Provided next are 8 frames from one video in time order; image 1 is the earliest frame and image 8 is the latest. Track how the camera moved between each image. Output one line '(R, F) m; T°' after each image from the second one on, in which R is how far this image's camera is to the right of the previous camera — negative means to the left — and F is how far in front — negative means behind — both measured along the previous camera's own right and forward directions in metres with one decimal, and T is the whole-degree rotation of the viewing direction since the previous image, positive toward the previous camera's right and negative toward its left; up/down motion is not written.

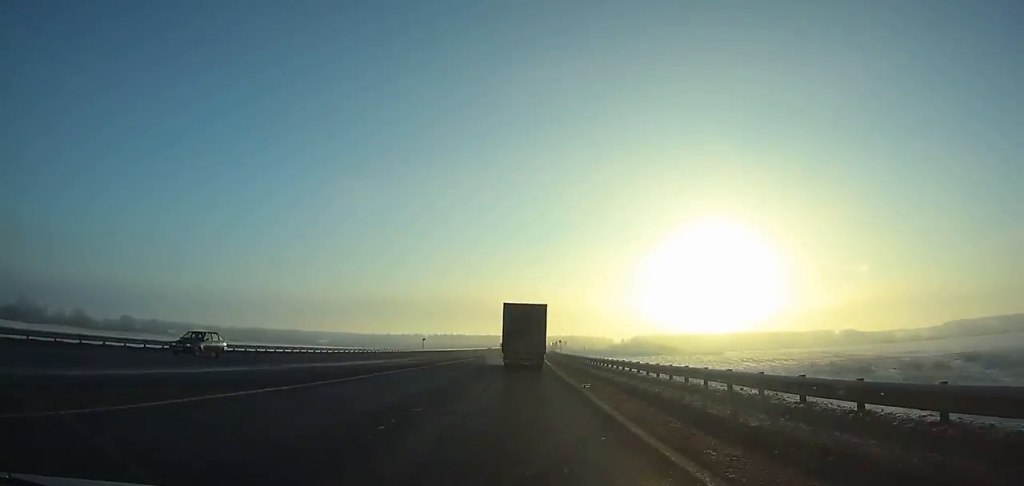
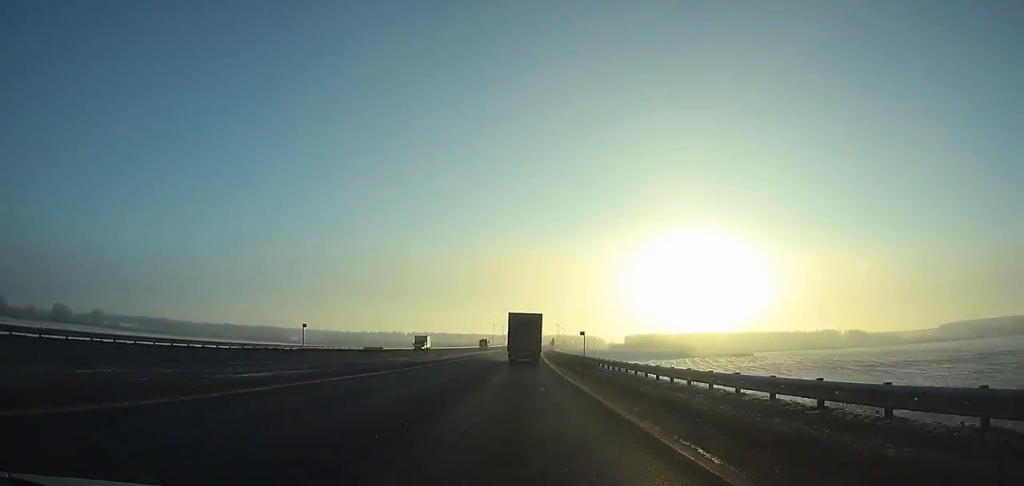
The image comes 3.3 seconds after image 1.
(+0.6, +63.5) m; +1°
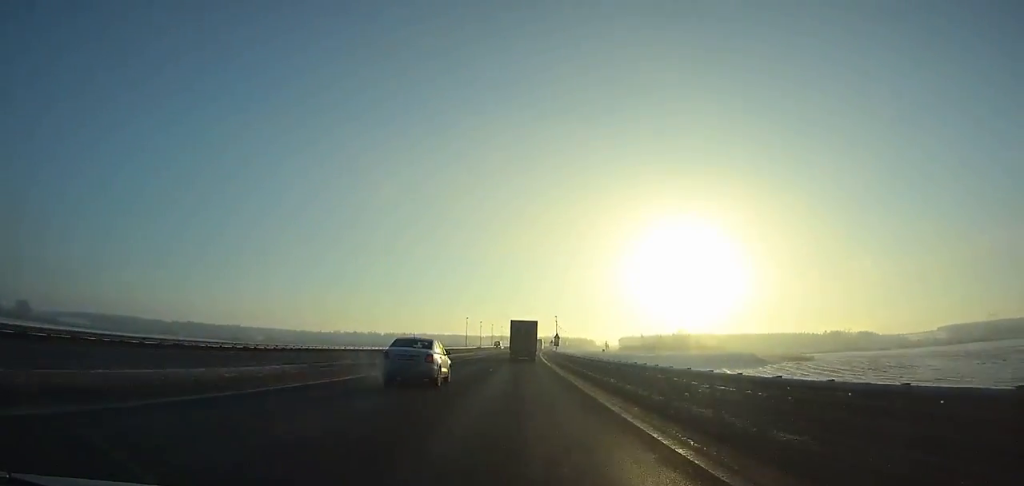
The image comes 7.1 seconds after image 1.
(+1.0, +73.3) m; +1°
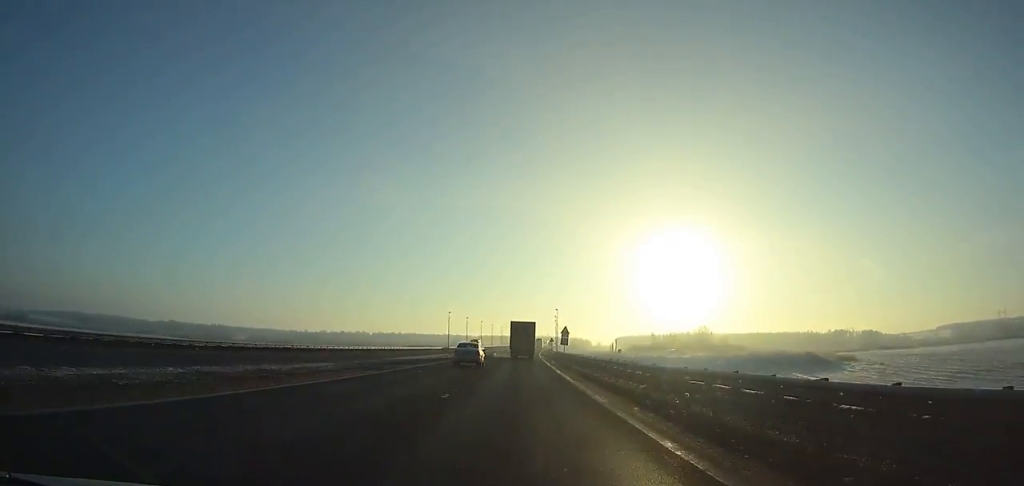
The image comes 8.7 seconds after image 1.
(+0.2, +31.0) m; +1°
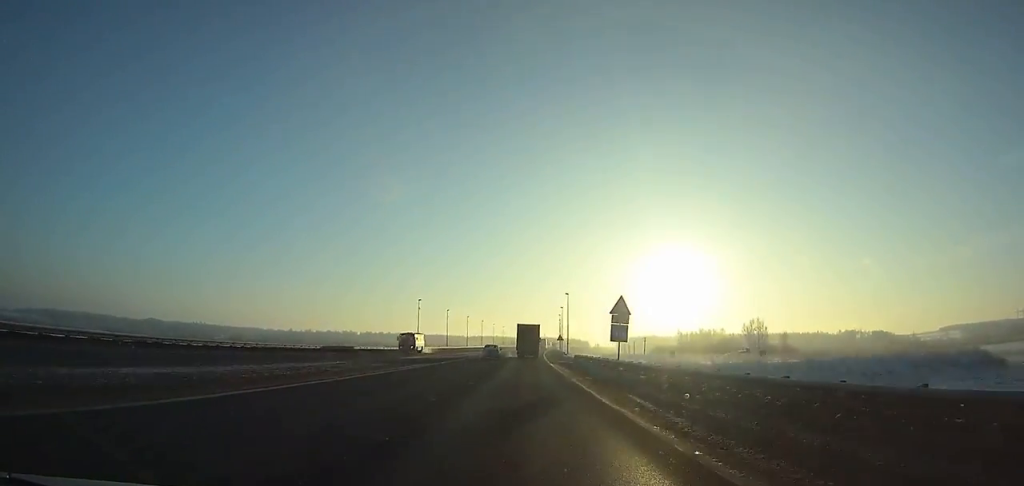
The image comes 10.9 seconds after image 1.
(+0.2, +42.7) m; +1°
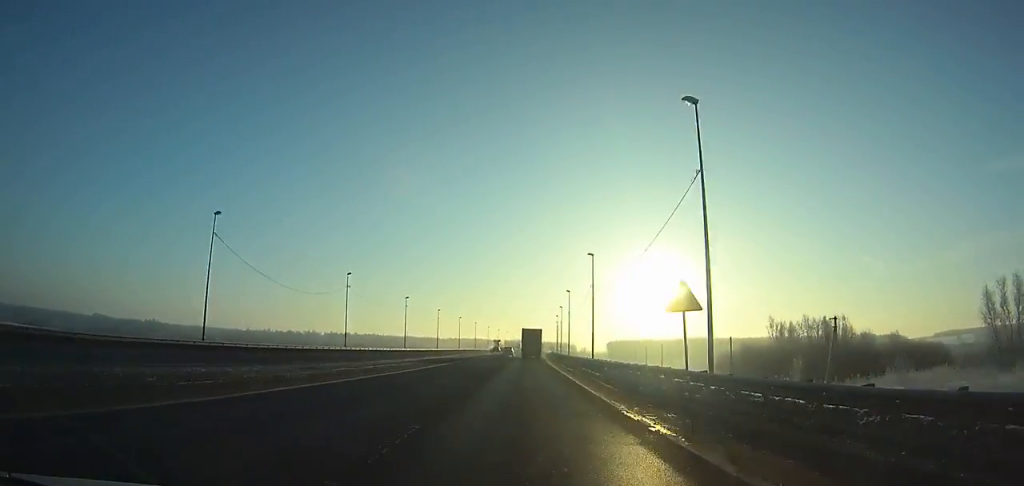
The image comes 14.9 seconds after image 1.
(+1.4, +77.9) m; +2°
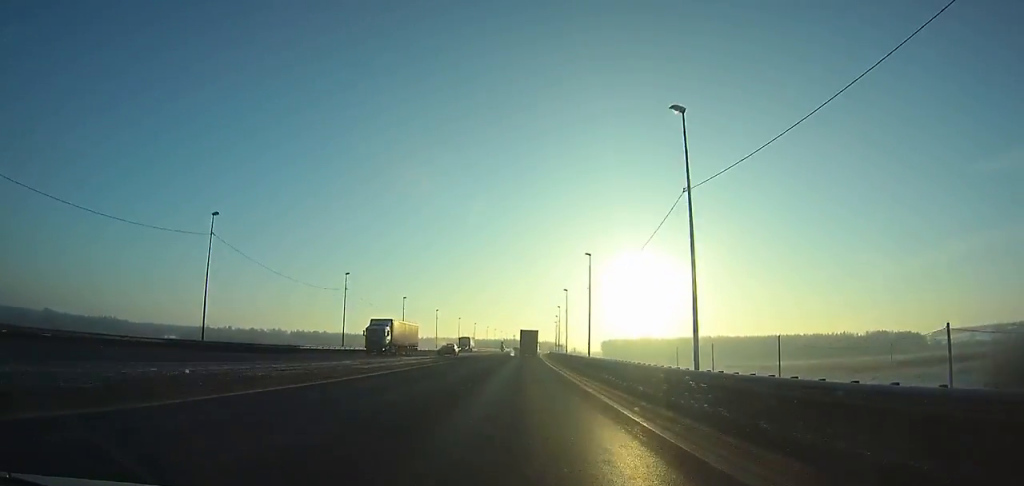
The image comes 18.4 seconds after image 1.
(+0.9, +68.2) m; +1°
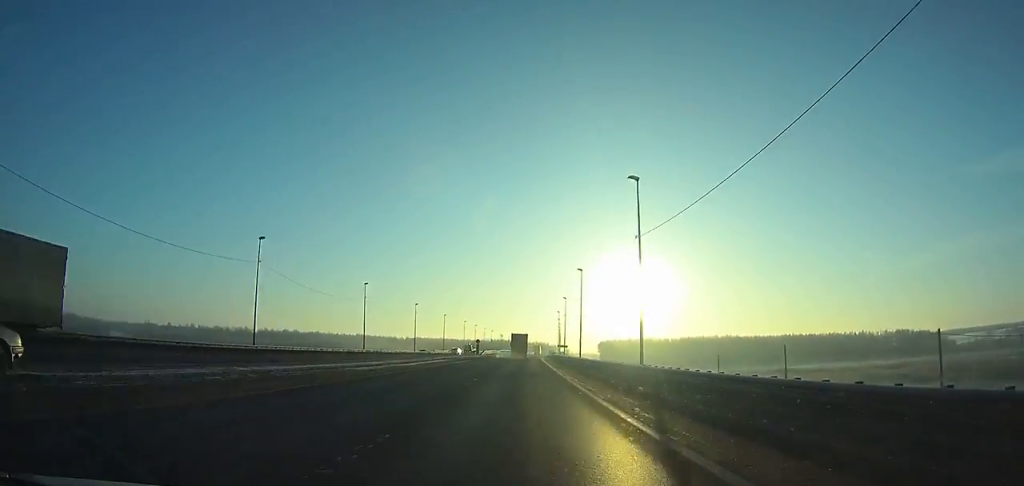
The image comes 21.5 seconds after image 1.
(+0.6, +60.1) m; +1°
